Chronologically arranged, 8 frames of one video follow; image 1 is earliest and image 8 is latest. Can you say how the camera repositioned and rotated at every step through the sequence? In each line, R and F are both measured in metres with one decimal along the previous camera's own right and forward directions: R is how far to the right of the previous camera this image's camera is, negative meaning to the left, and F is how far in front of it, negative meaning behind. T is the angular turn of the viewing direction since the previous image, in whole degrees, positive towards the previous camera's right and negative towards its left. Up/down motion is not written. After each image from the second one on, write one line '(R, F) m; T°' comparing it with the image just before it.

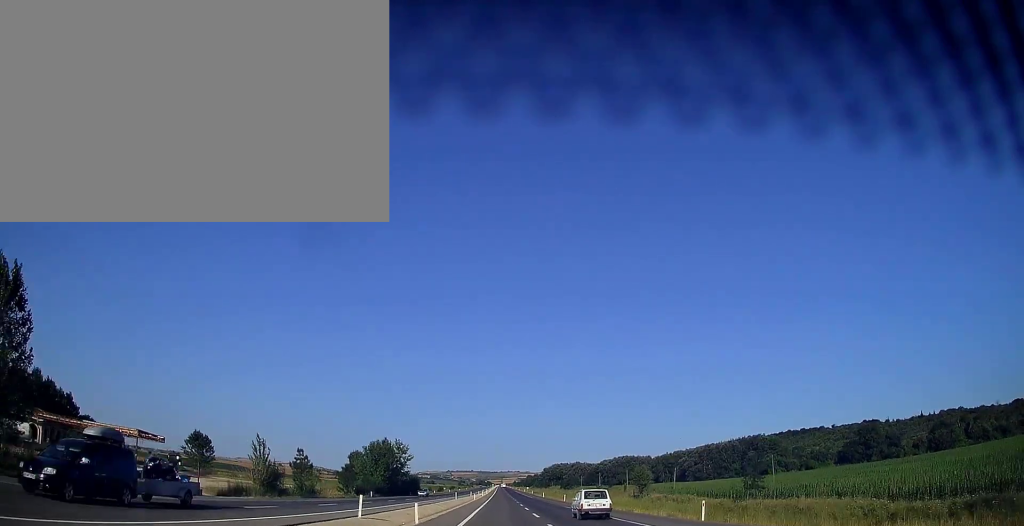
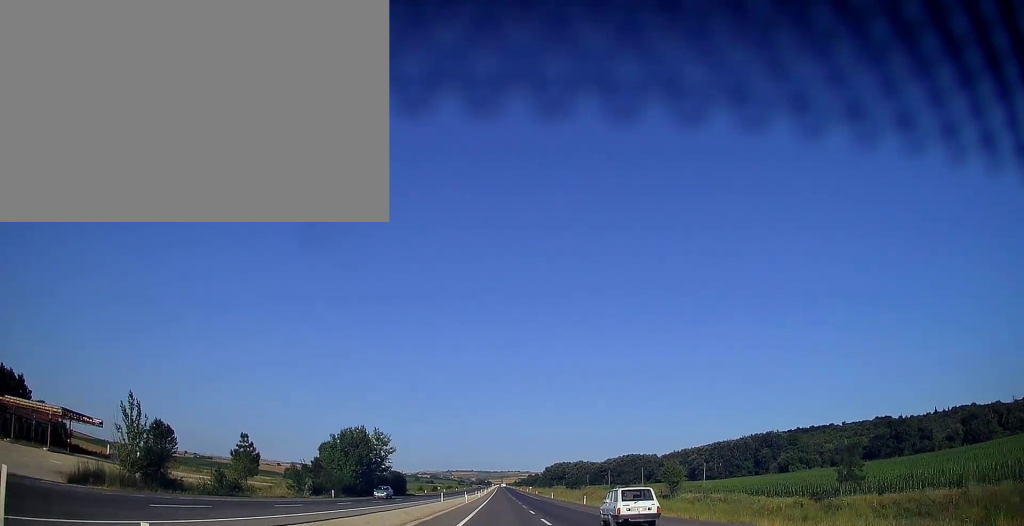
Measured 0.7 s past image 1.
(0.0, +19.7) m; 0°
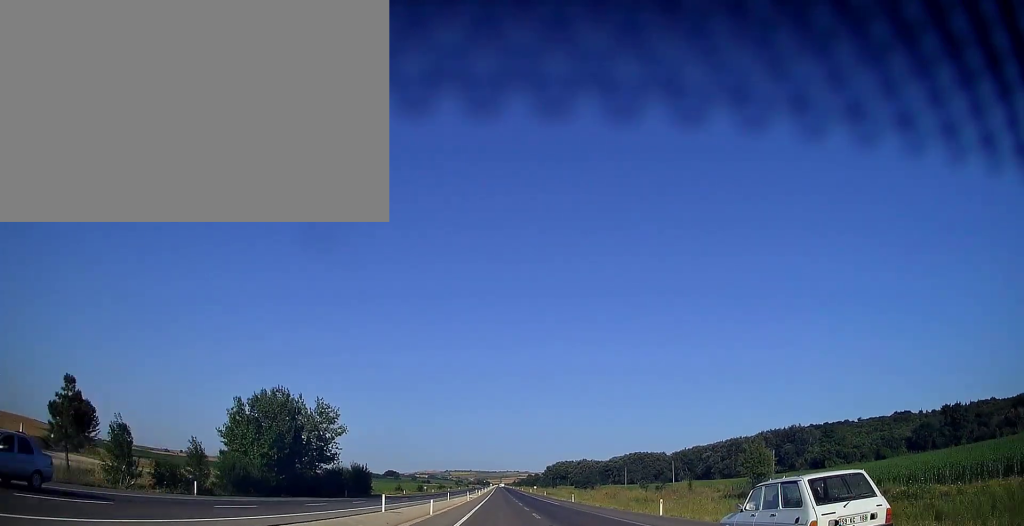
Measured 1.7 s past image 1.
(+0.1, +31.5) m; 0°
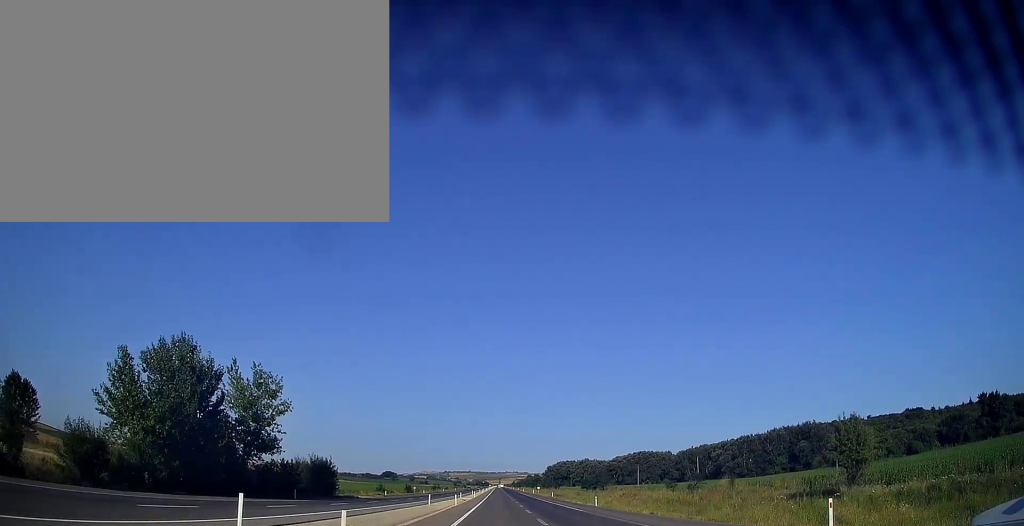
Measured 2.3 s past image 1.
(0.0, +16.7) m; 0°
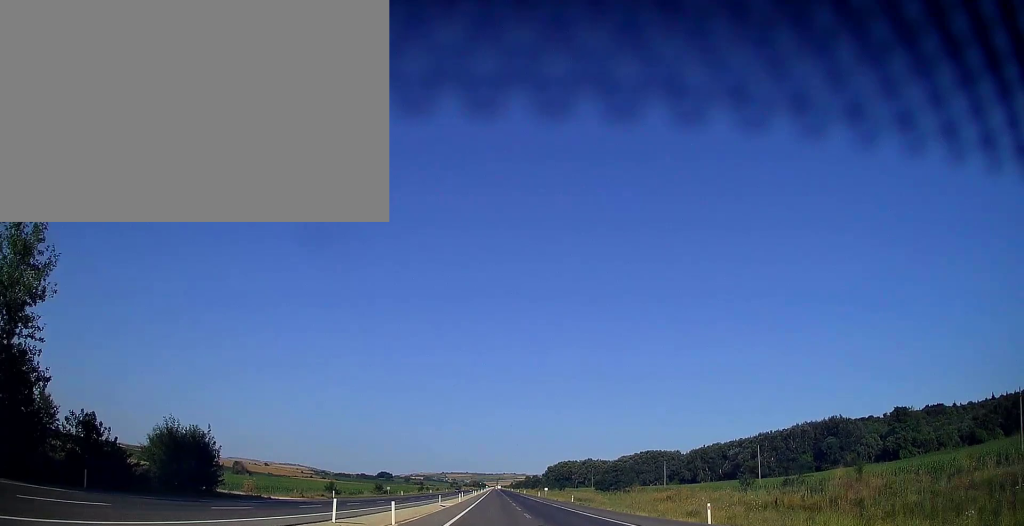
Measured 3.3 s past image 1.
(0.0, +30.5) m; 0°
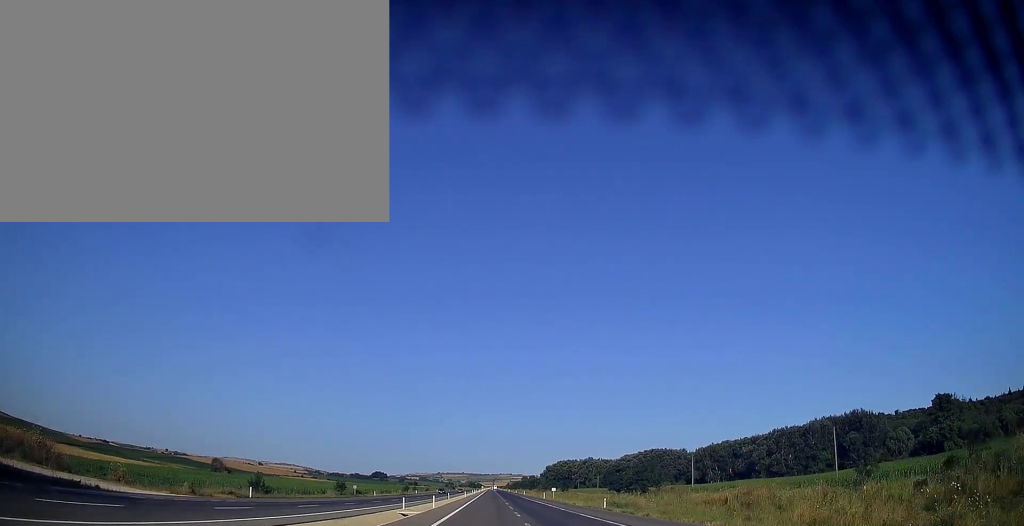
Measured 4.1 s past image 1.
(0.0, +21.6) m; 0°
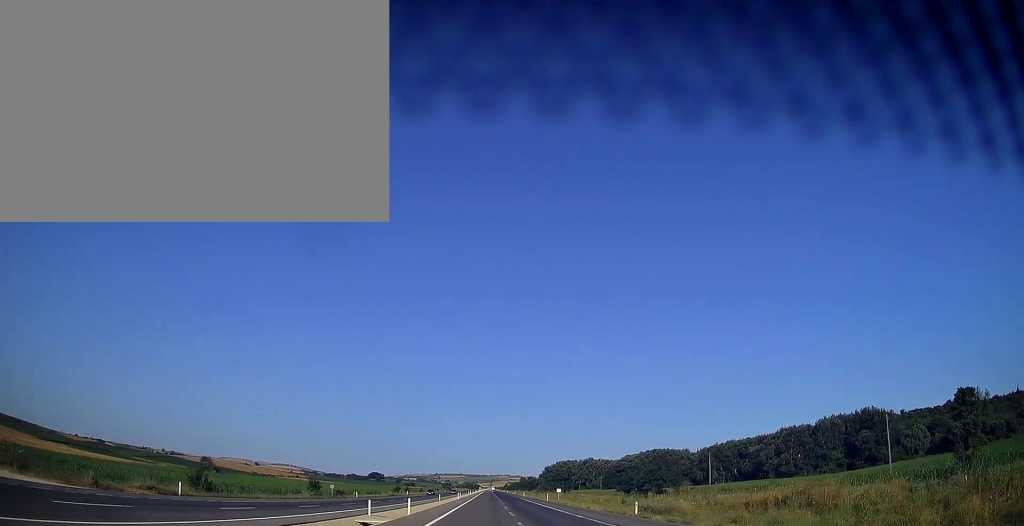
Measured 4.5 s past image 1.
(0.0, +11.7) m; 0°
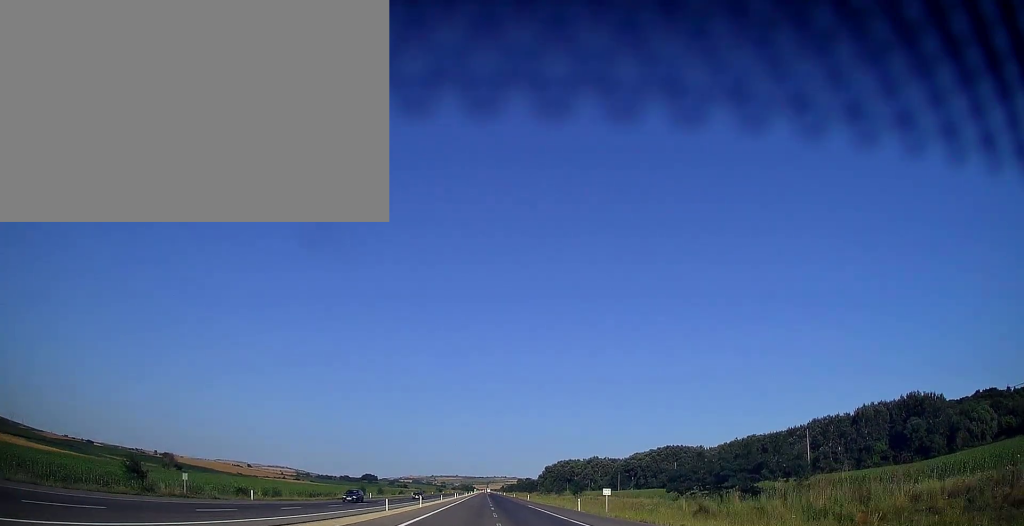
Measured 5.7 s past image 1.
(+0.2, +35.2) m; +1°
